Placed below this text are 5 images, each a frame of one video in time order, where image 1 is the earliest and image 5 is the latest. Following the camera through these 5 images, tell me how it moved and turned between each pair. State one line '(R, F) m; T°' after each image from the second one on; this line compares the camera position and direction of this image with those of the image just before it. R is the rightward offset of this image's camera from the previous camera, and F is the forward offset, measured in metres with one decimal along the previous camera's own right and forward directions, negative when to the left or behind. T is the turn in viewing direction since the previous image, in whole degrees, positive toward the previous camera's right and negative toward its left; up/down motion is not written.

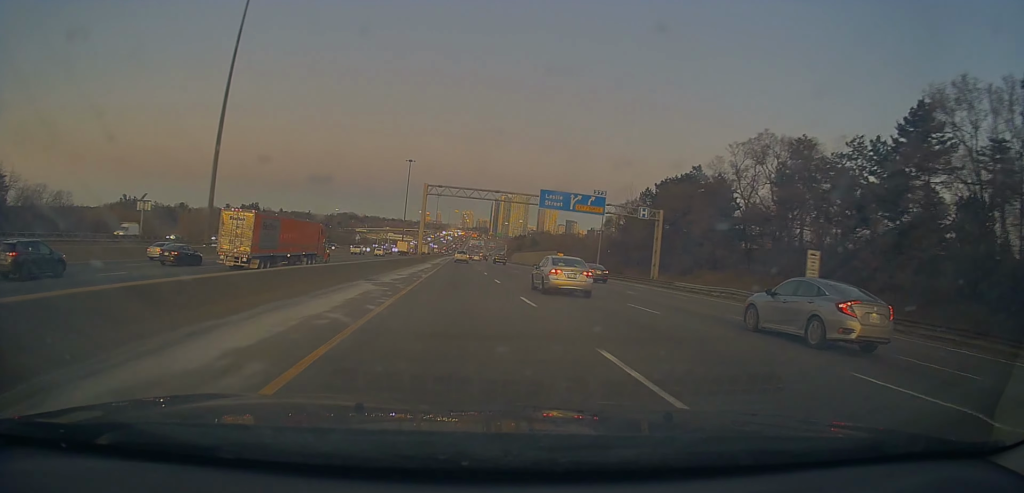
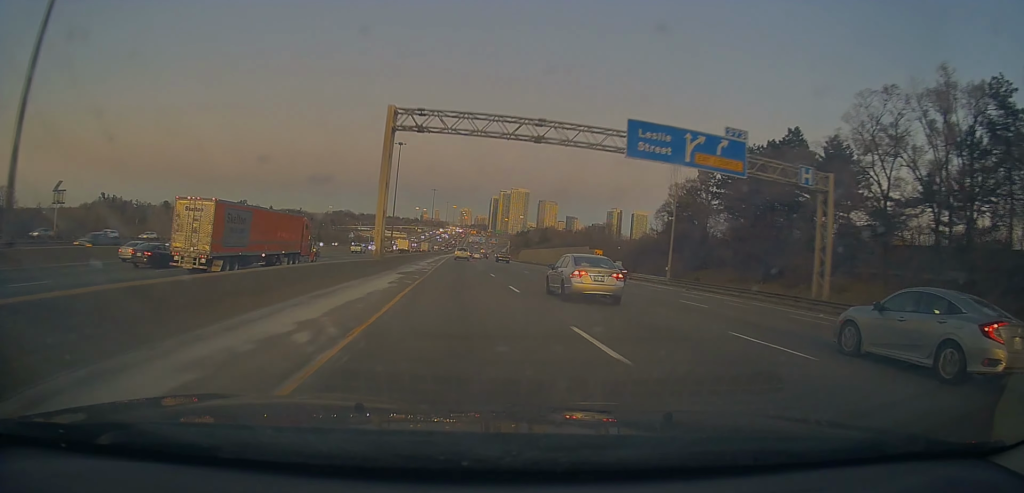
(0.0, +31.7) m; 0°
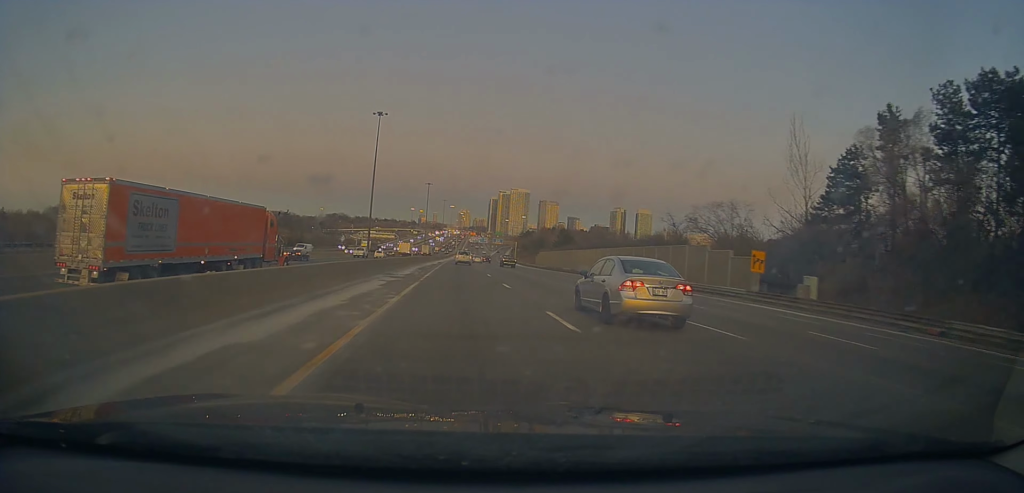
(0.0, +46.3) m; 0°
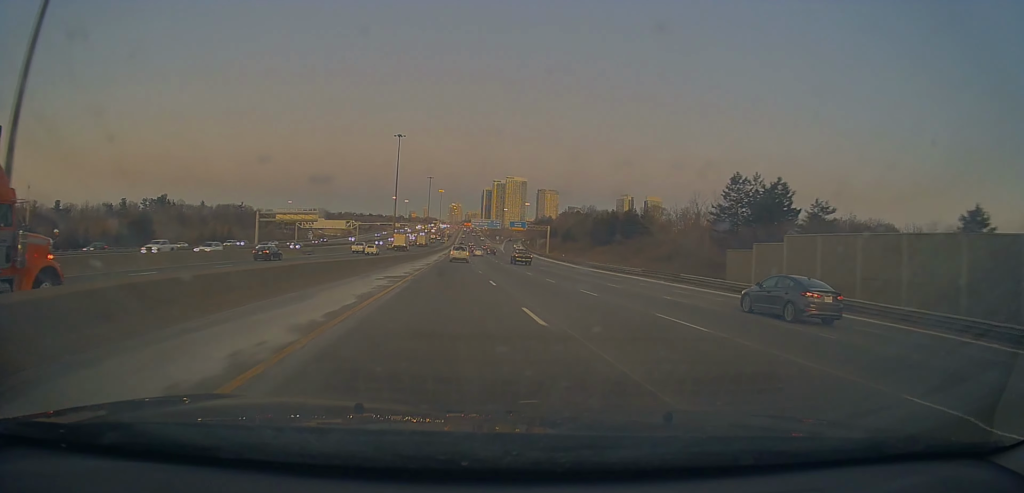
(+1.7, +118.3) m; +2°
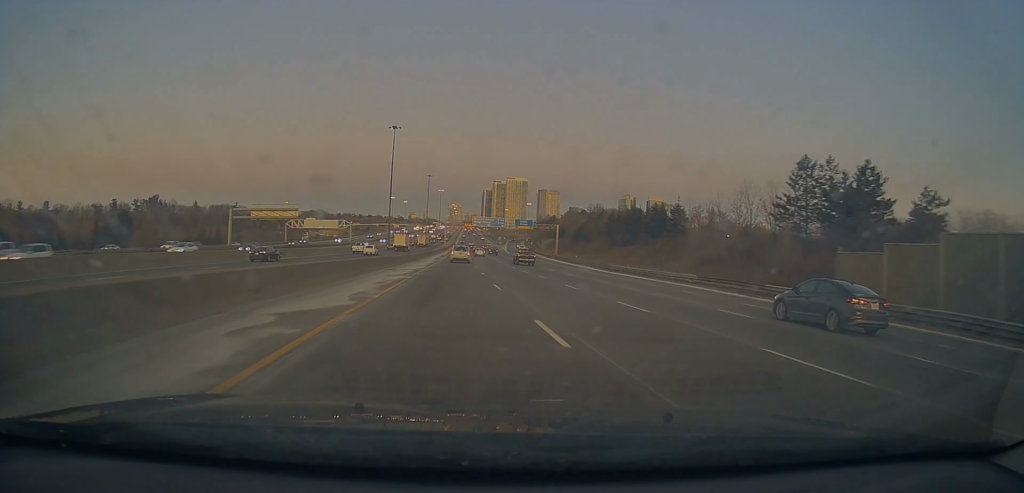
(+0.1, +14.7) m; 0°
